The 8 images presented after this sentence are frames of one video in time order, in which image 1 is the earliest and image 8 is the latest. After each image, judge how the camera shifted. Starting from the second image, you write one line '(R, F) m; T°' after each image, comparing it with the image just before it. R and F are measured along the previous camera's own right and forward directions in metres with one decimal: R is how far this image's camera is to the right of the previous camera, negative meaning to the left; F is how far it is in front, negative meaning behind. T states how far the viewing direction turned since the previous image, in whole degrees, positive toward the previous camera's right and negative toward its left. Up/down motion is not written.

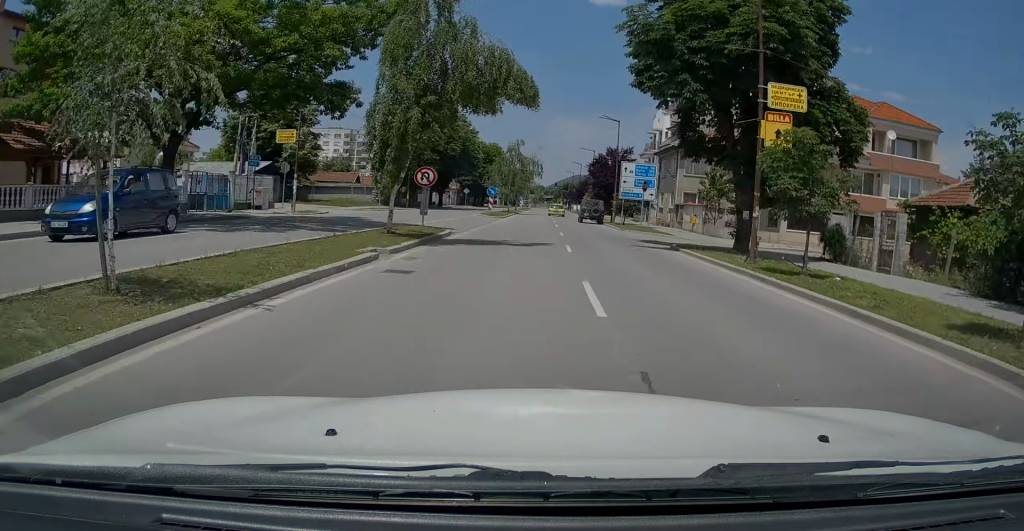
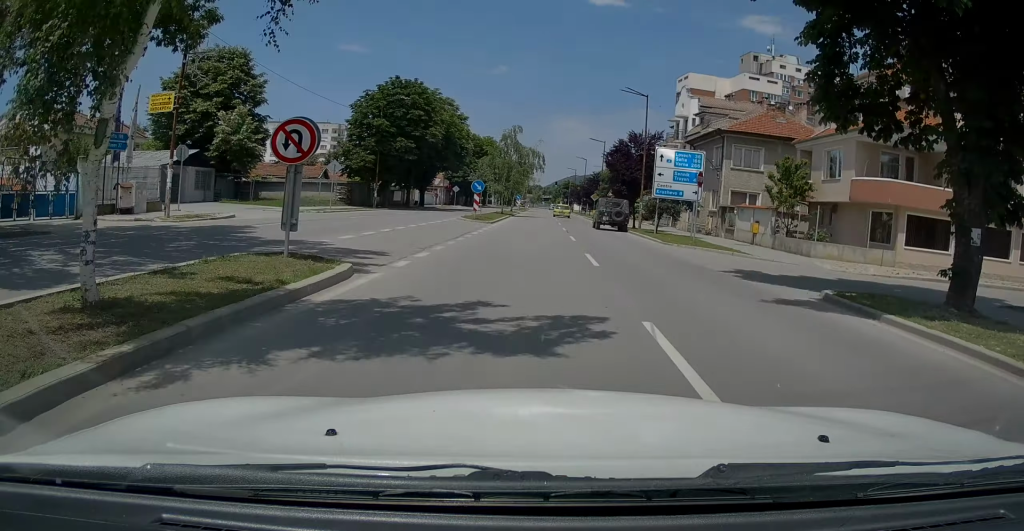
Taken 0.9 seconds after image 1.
(+0.1, +12.0) m; 0°
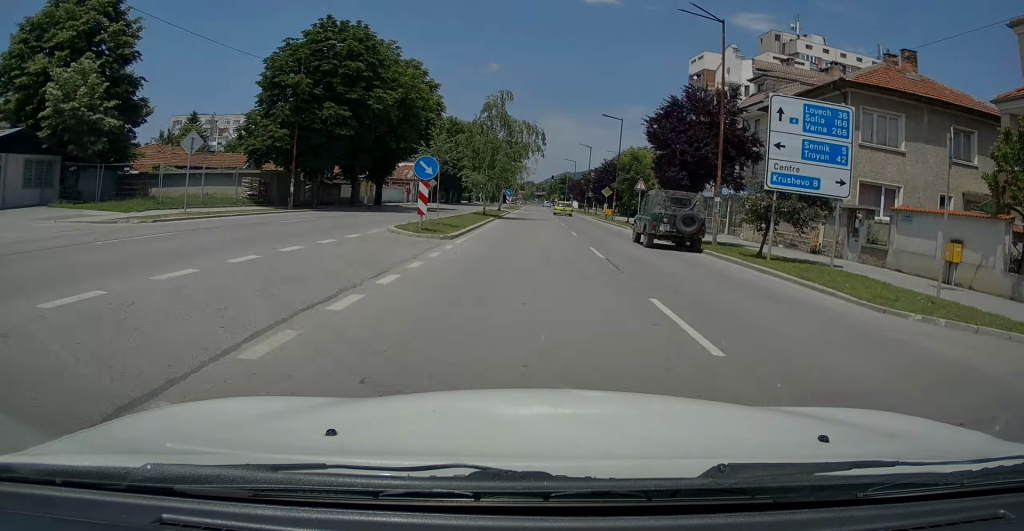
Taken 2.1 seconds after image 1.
(-0.1, +16.0) m; 0°
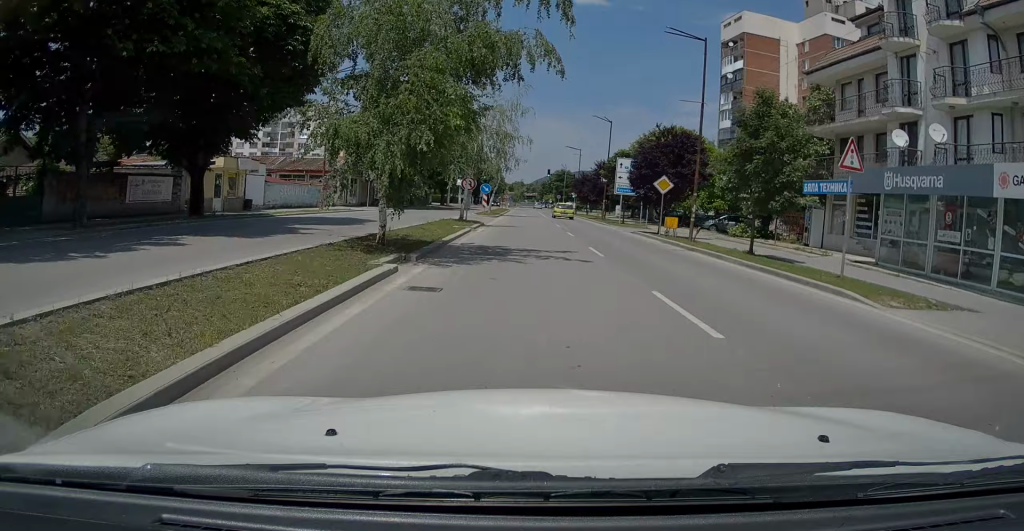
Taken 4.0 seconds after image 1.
(+0.3, +25.7) m; +1°
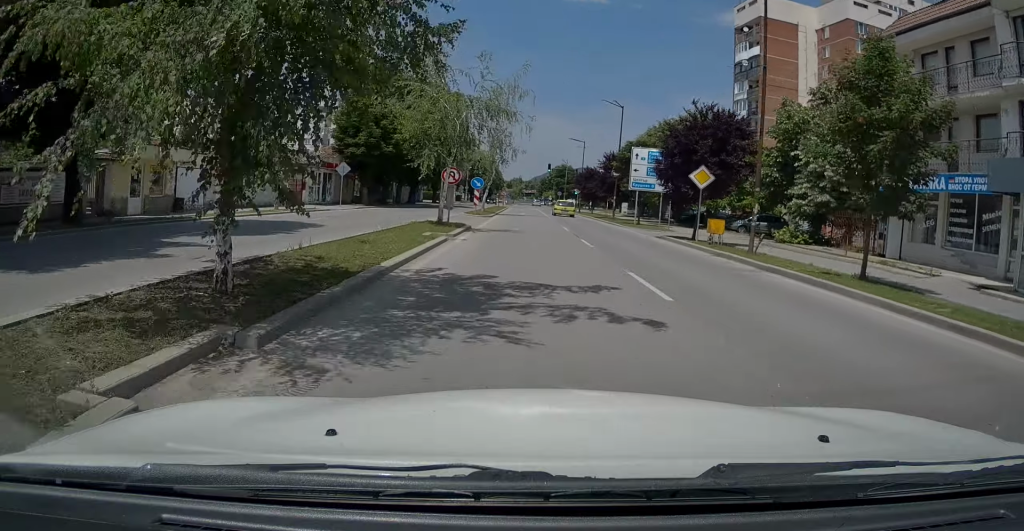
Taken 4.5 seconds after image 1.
(+0.1, +6.7) m; 0°
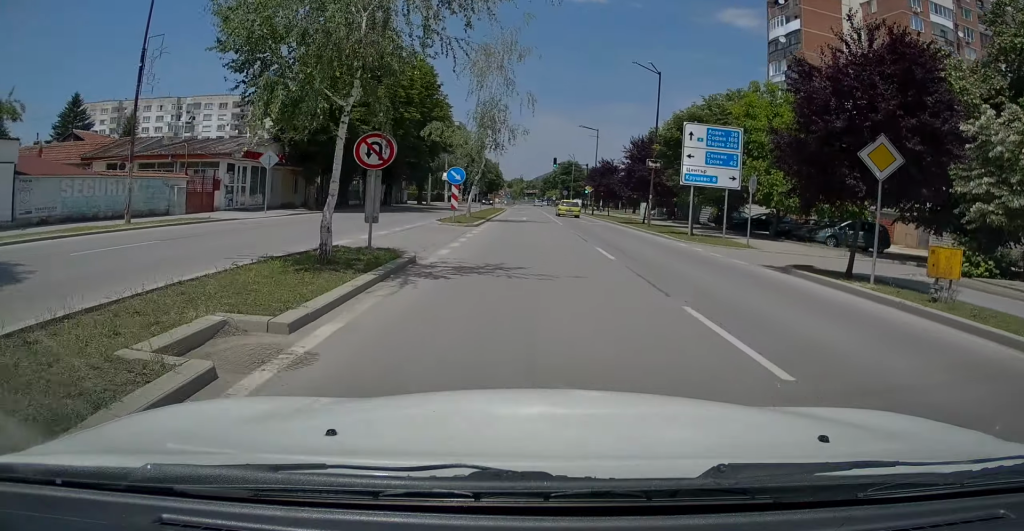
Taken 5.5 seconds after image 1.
(+0.1, +12.4) m; 0°
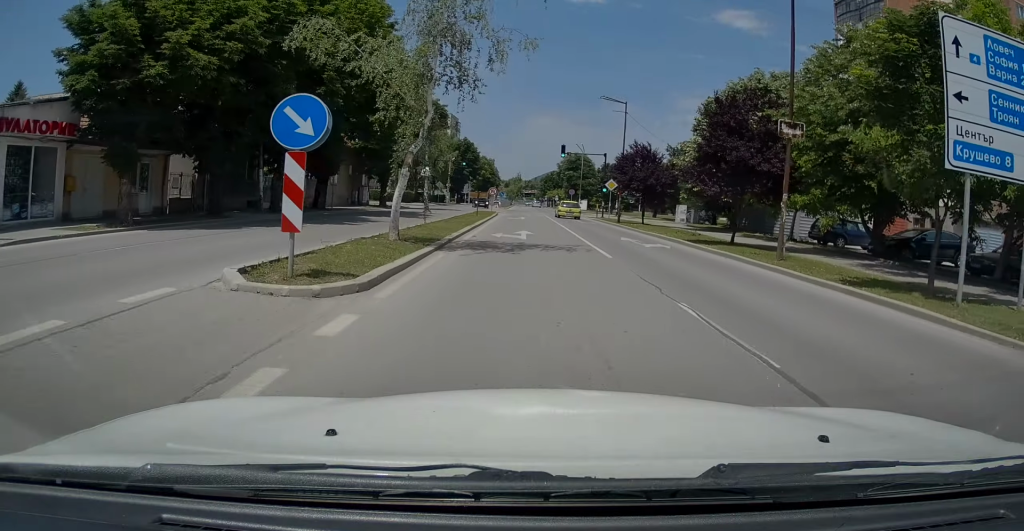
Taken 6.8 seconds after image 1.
(0.0, +17.6) m; 0°
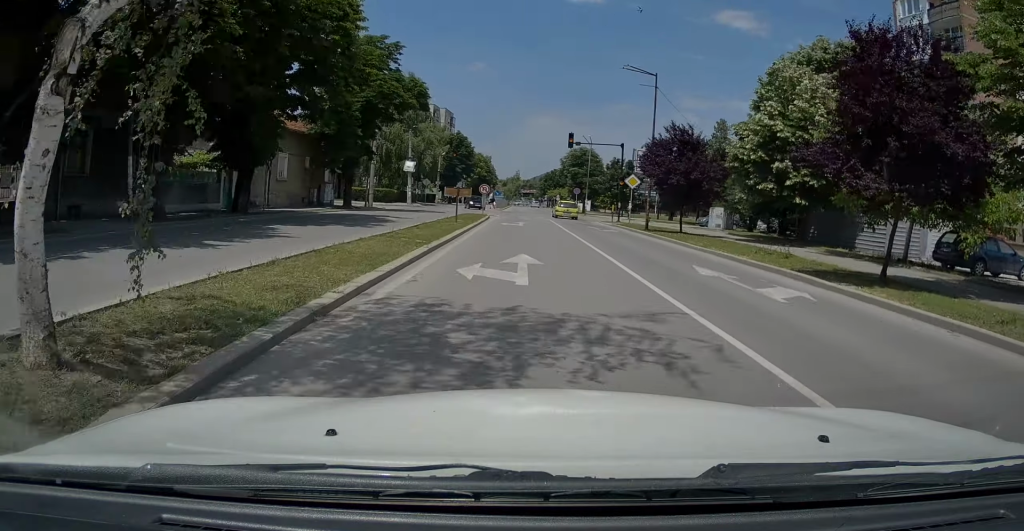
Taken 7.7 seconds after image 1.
(-0.1, +10.2) m; 0°
